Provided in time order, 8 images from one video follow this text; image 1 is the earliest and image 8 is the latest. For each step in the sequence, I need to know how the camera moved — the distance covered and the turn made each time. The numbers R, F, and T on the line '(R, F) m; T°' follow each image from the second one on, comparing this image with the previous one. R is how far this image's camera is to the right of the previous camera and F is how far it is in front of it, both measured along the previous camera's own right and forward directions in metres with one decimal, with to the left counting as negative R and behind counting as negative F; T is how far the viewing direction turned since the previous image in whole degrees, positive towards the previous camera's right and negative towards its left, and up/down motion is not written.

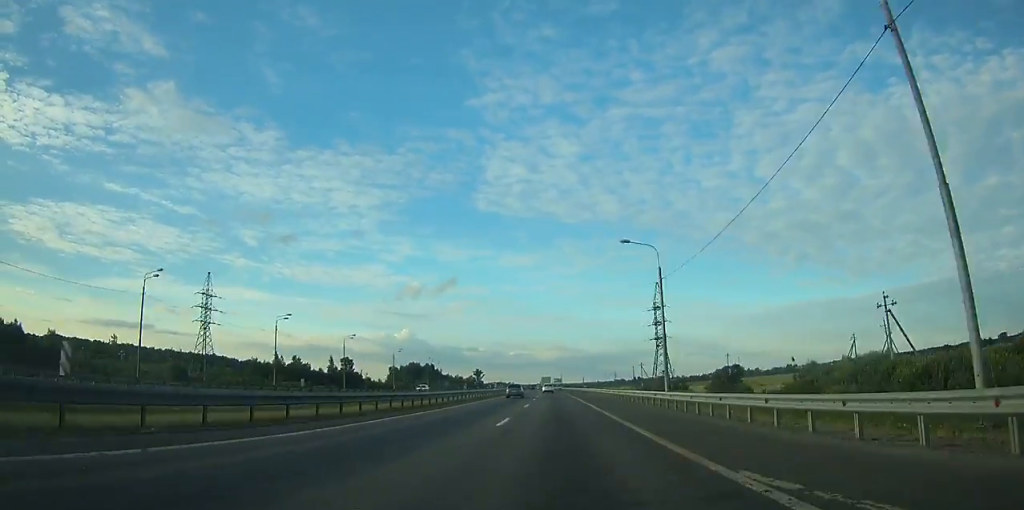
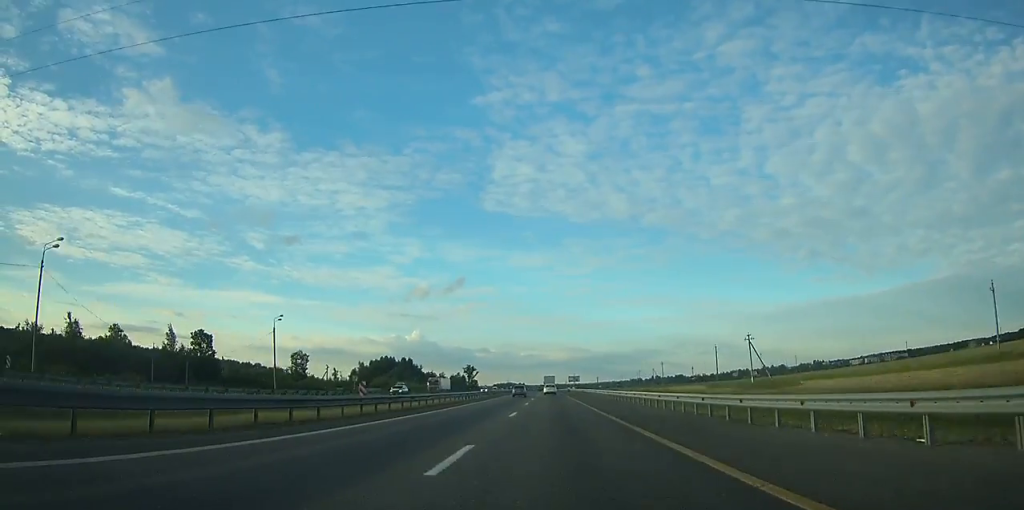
(-0.8, +101.0) m; -1°
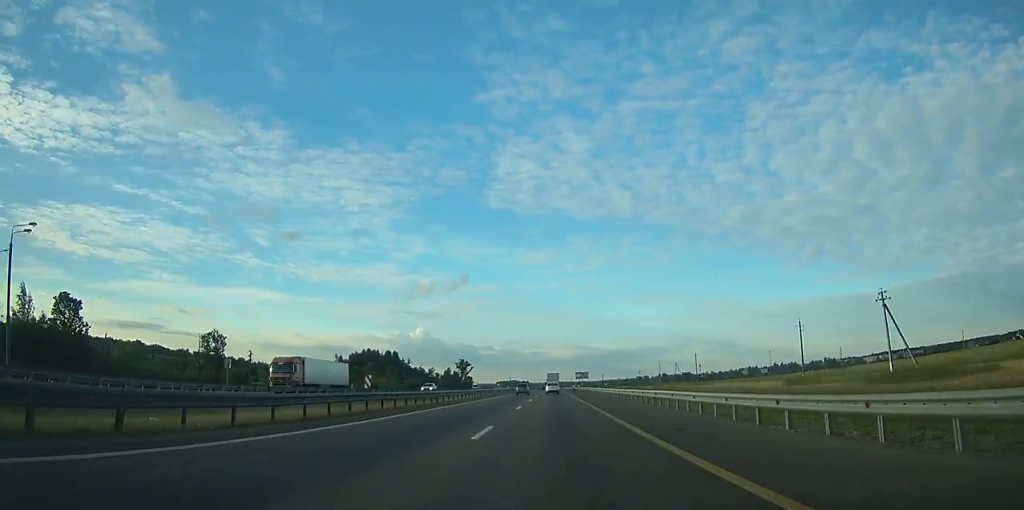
(-0.3, +40.4) m; 0°
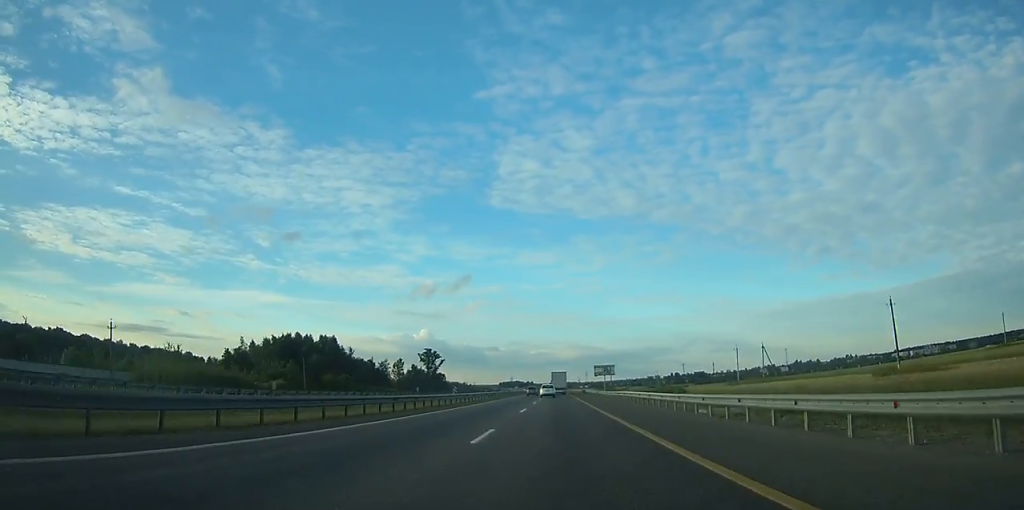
(-0.9, +94.1) m; -1°
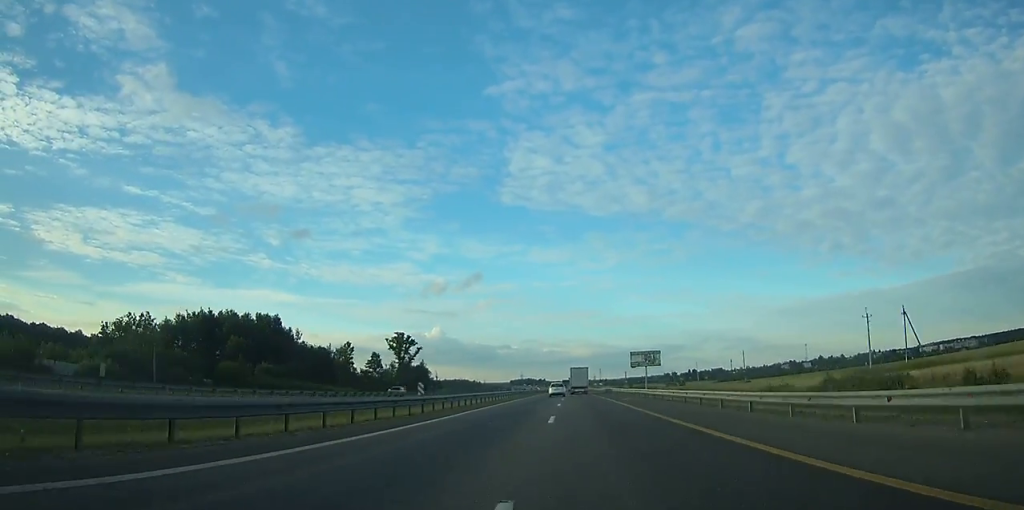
(-0.2, +57.5) m; 0°
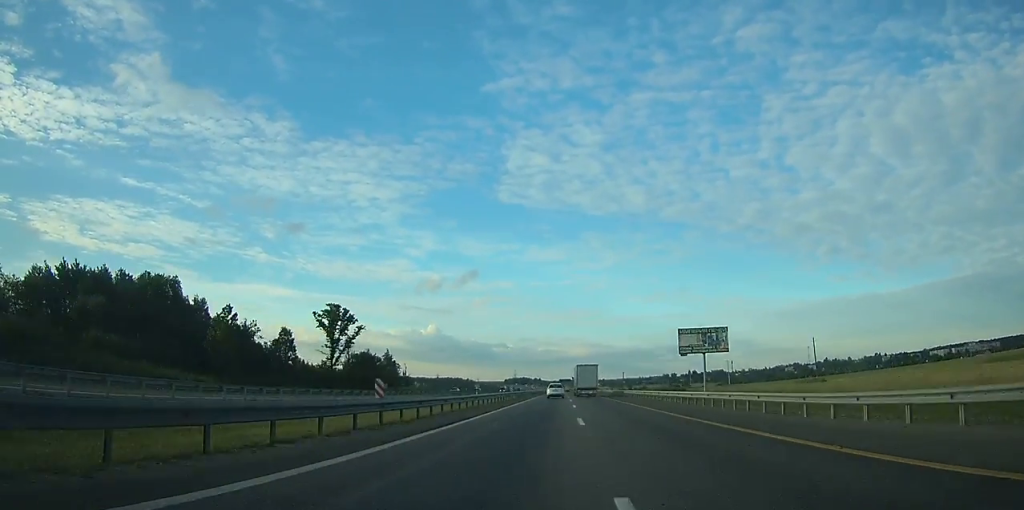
(-0.1, +48.5) m; 0°
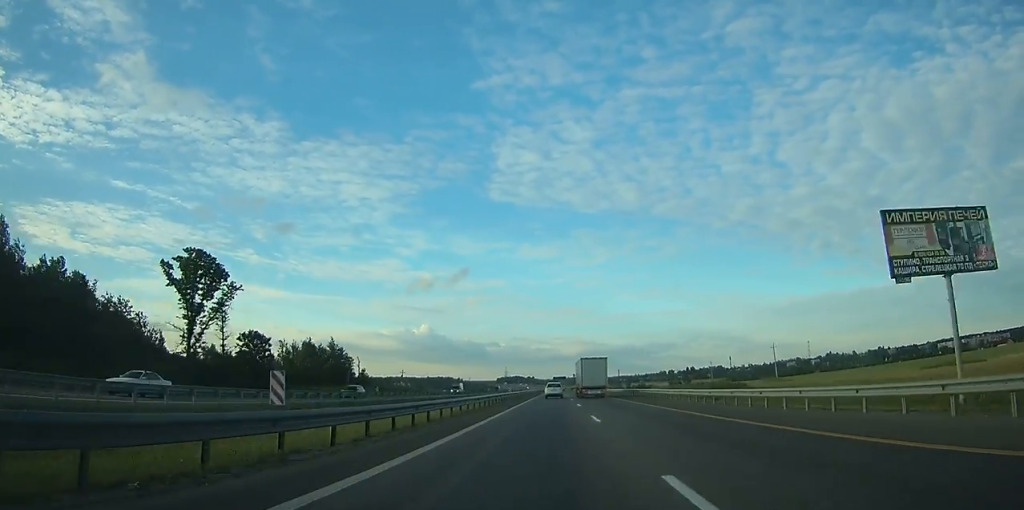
(-0.1, +45.2) m; 0°
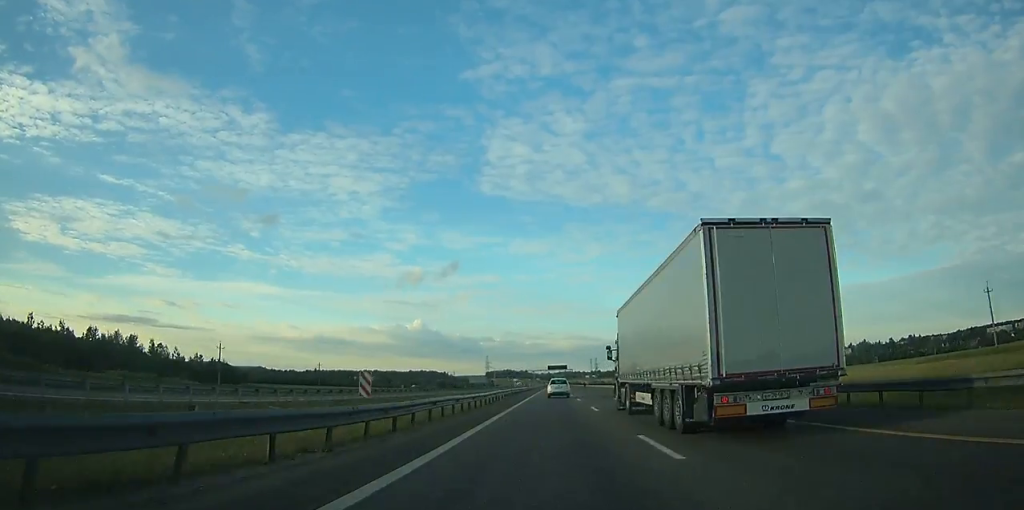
(+1.0, +147.4) m; +1°
